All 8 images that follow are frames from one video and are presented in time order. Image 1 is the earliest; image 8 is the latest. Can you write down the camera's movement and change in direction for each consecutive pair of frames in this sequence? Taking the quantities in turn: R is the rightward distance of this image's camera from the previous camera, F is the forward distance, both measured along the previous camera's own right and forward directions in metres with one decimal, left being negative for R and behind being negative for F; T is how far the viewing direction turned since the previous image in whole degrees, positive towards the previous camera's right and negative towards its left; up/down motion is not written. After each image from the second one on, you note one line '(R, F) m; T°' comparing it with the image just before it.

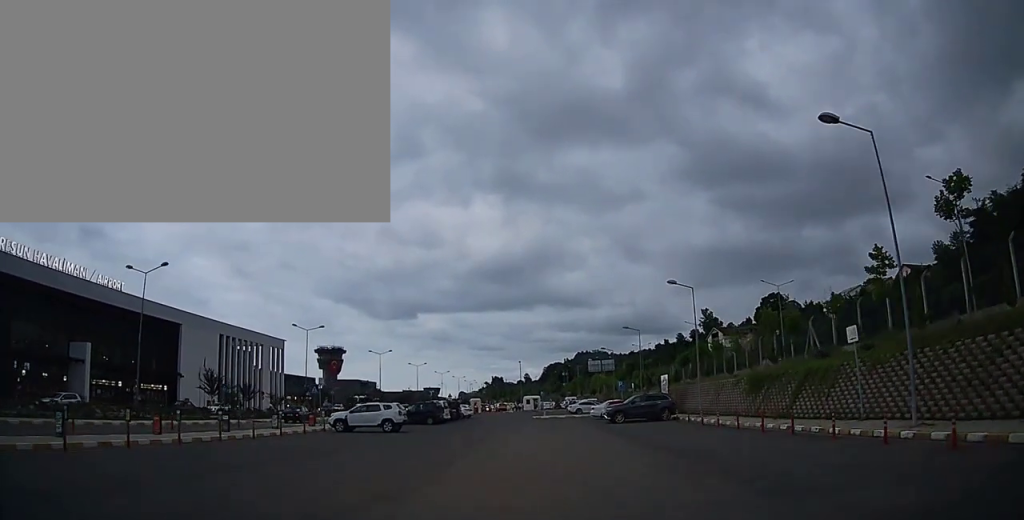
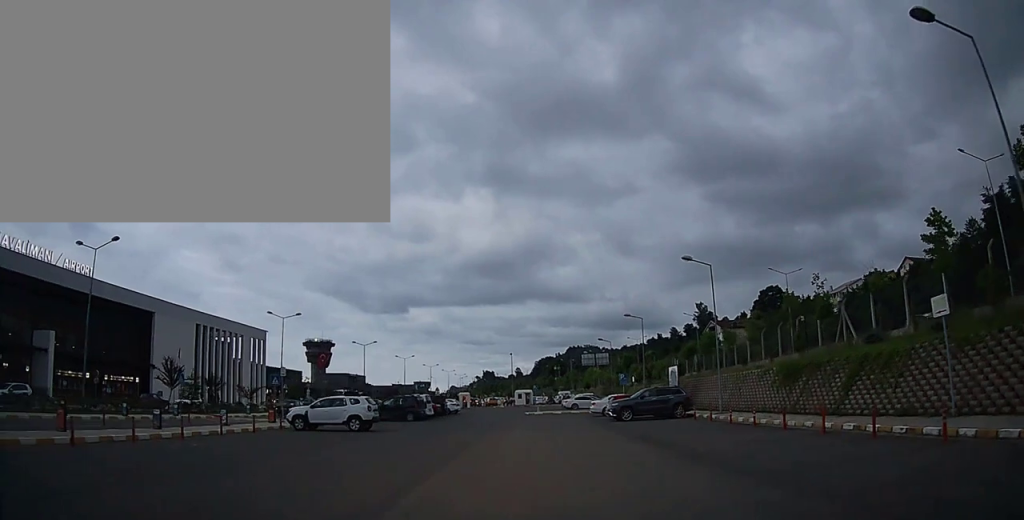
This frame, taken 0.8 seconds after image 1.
(0.0, +5.0) m; +2°
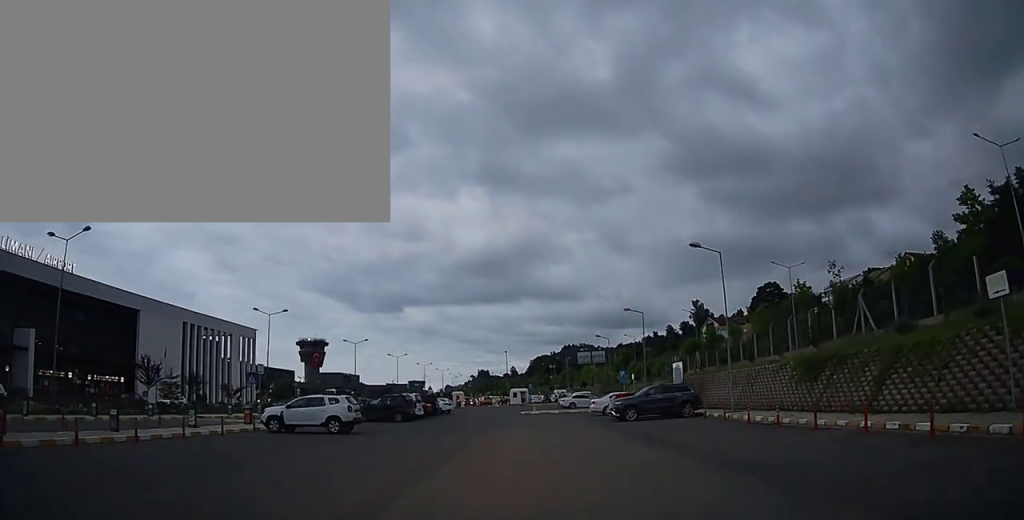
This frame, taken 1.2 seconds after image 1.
(0.0, +2.3) m; +1°
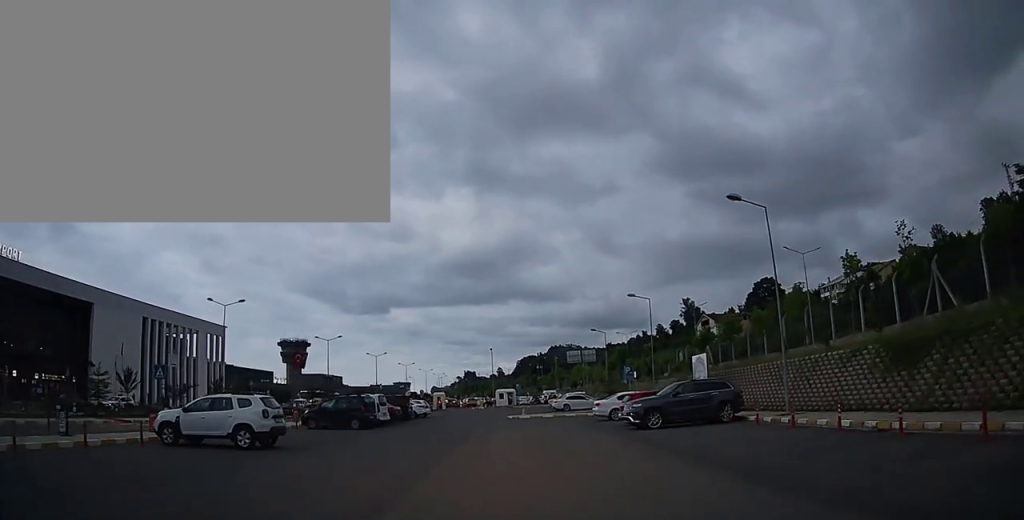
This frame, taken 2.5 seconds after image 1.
(+0.1, +7.2) m; -2°
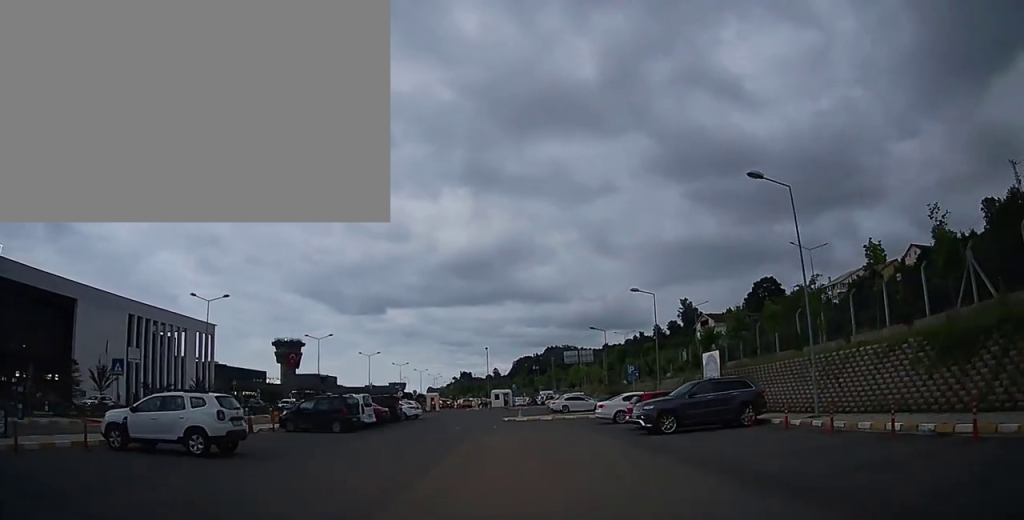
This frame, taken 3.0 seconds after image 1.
(0.0, +2.6) m; -2°
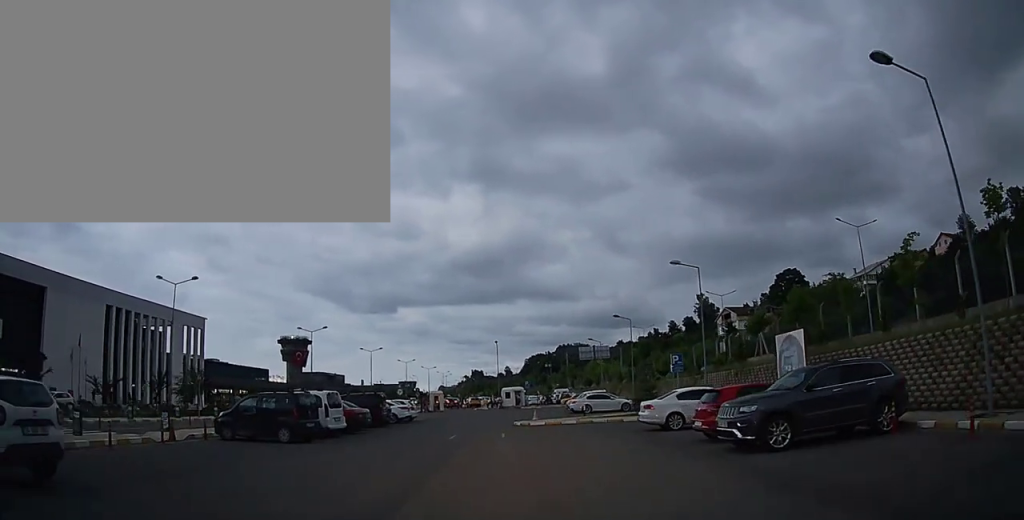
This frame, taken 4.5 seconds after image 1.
(+0.1, +7.5) m; +3°
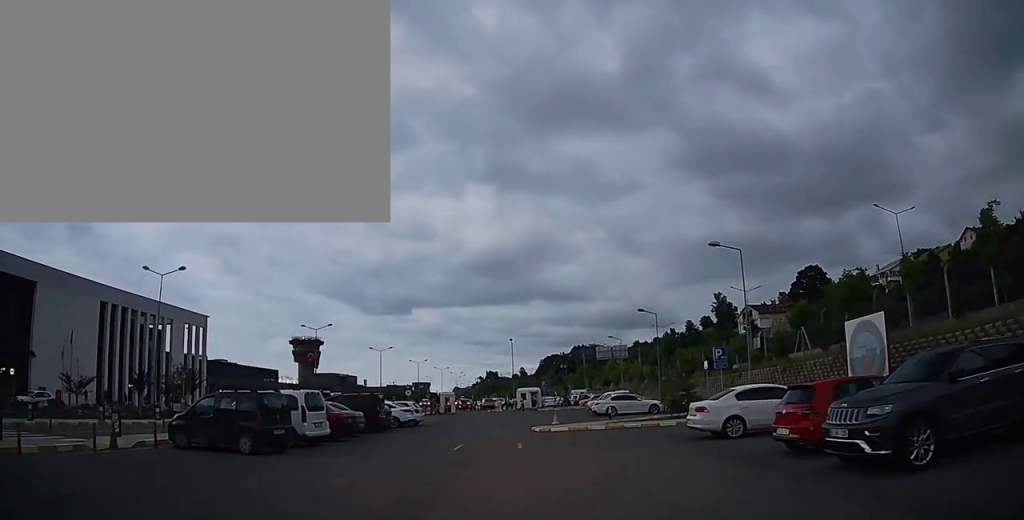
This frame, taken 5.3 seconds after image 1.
(+0.1, +4.1) m; 0°
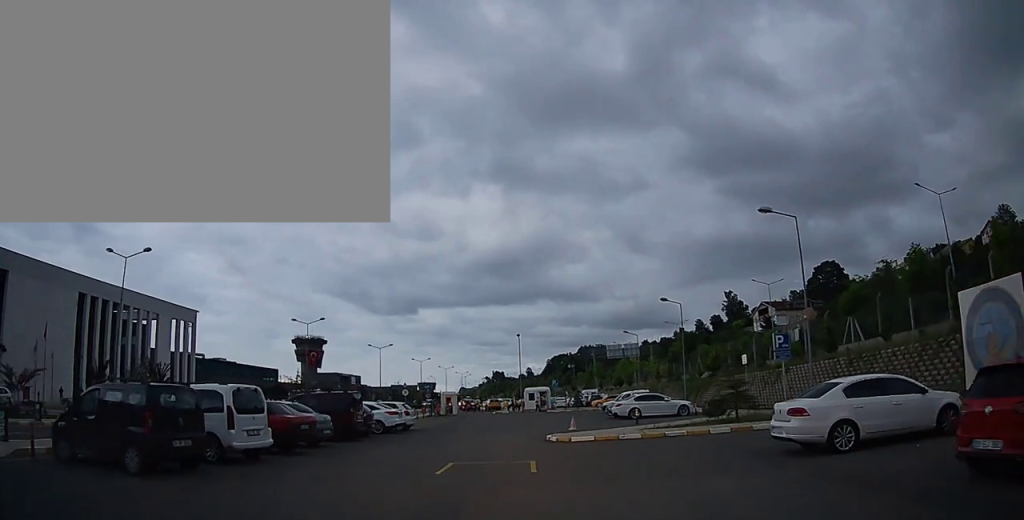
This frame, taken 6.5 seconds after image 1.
(-0.2, +5.4) m; -1°
